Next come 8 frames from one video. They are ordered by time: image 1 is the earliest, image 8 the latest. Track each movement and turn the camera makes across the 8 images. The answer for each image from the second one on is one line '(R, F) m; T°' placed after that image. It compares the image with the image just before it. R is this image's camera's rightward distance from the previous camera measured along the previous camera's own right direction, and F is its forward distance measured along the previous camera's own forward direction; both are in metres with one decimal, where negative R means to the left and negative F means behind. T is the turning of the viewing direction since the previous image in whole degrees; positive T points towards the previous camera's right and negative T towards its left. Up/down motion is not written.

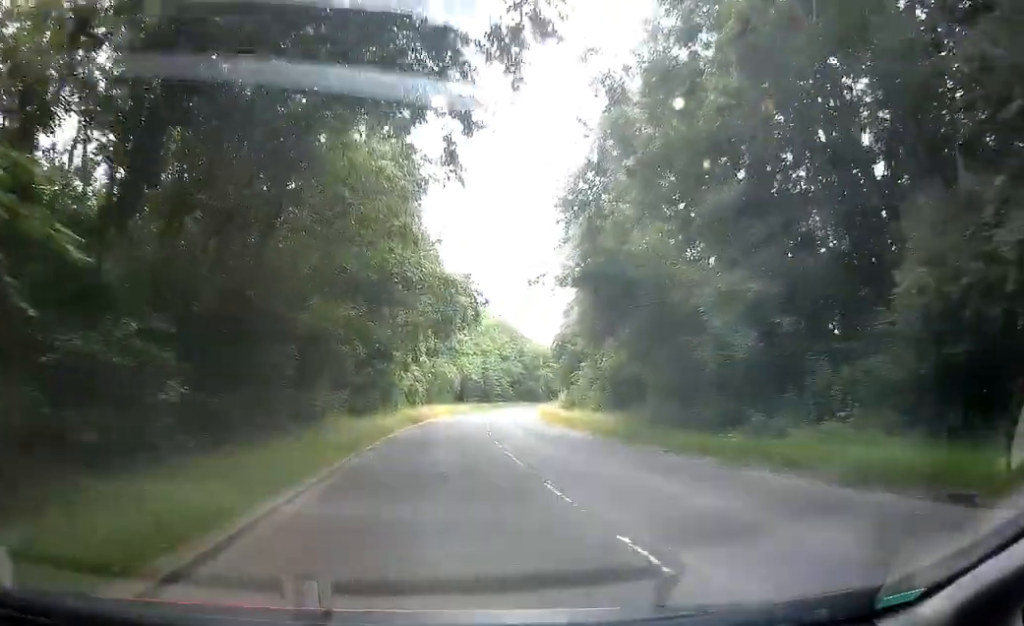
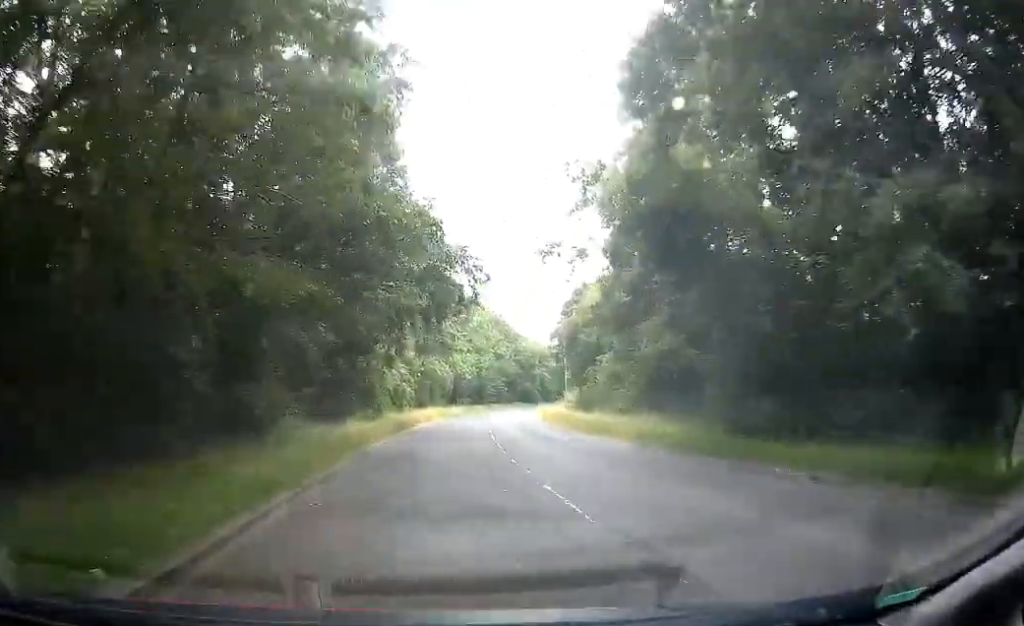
(-0.1, +6.0) m; 0°
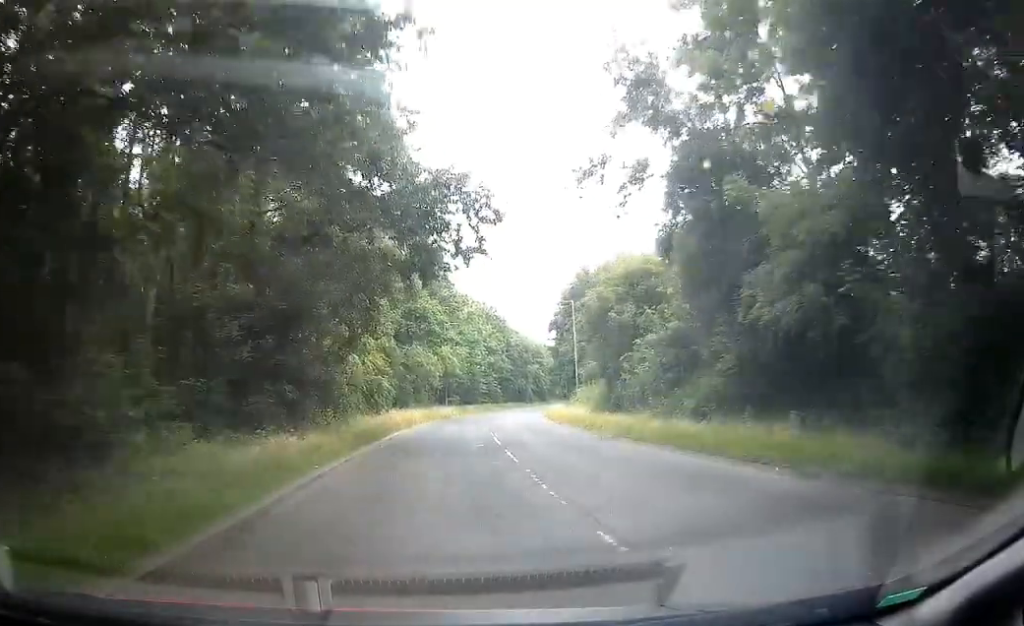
(+0.1, +8.6) m; -4°
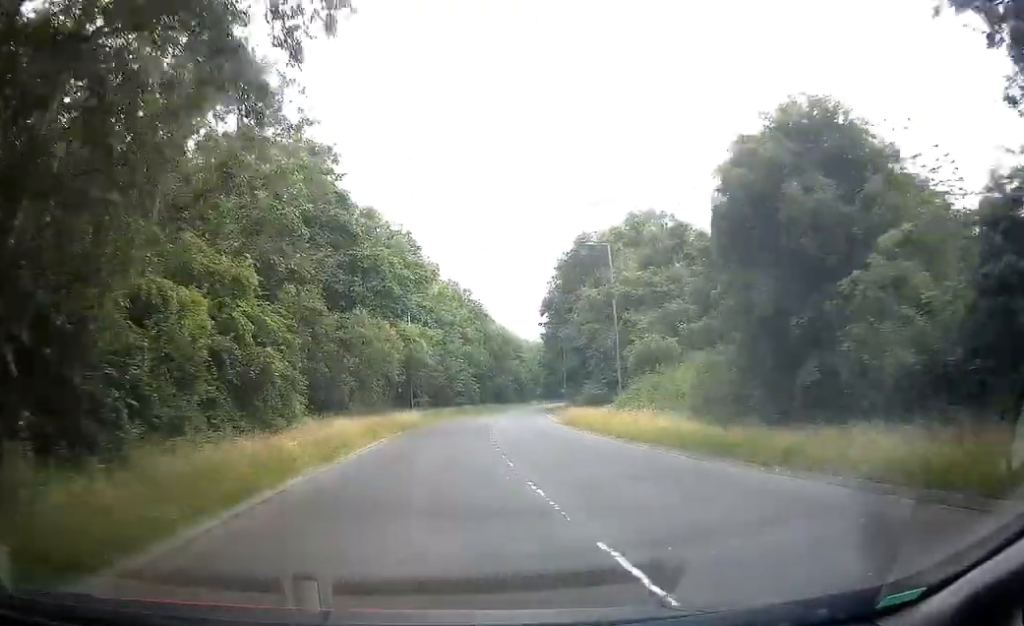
(-1.3, +16.8) m; -4°
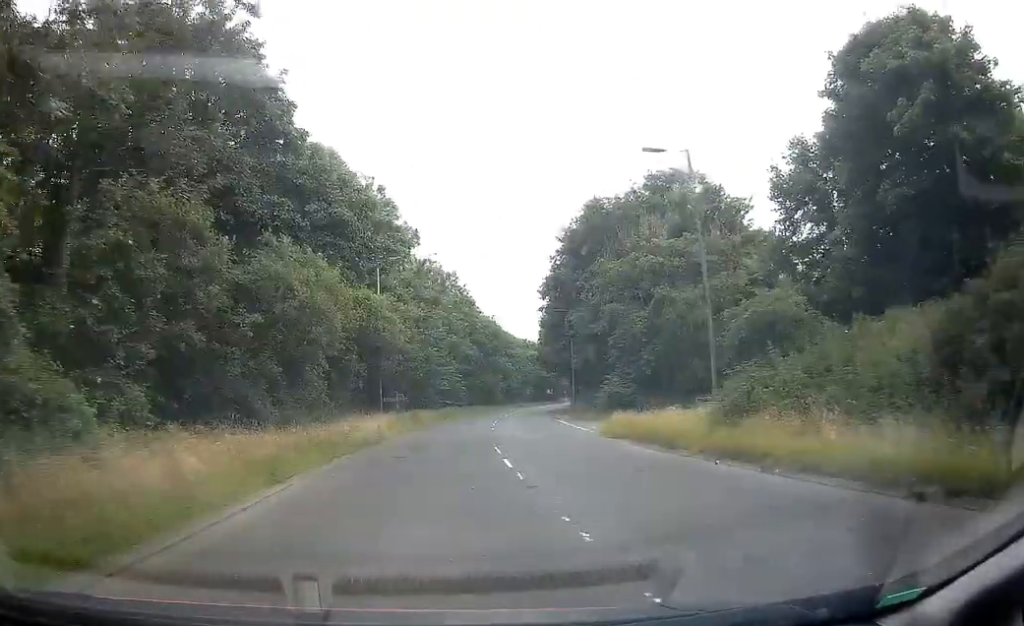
(+0.3, +12.4) m; +3°
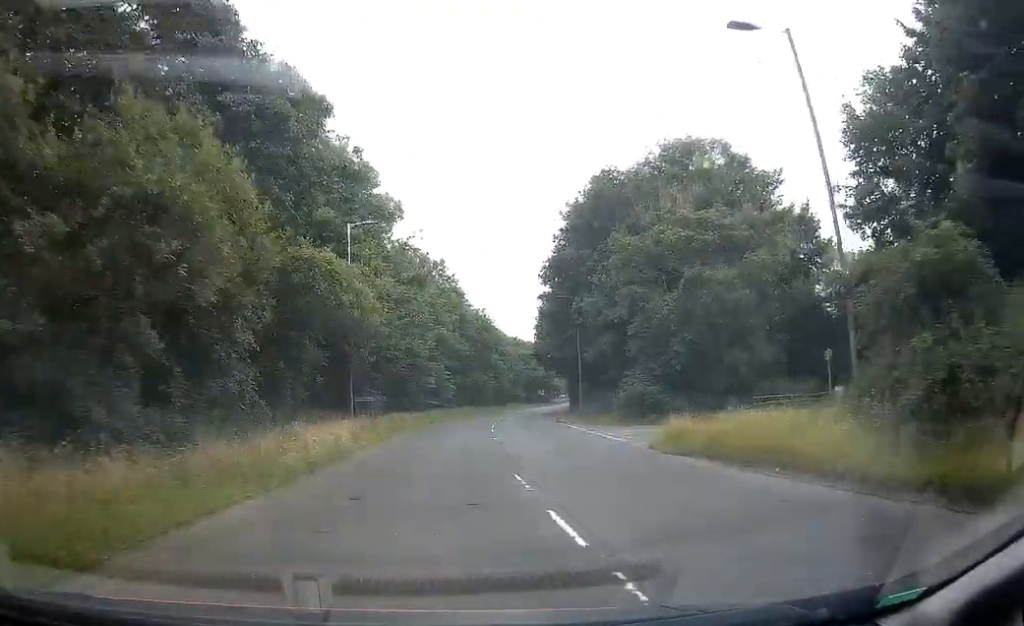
(+0.1, +7.4) m; +2°
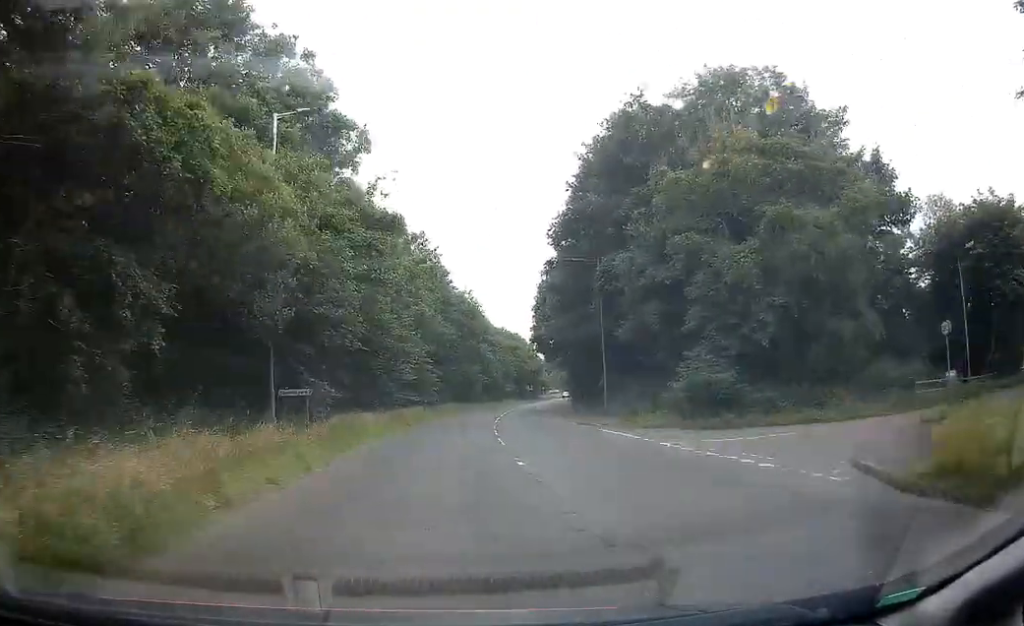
(+0.2, +10.8) m; +3°
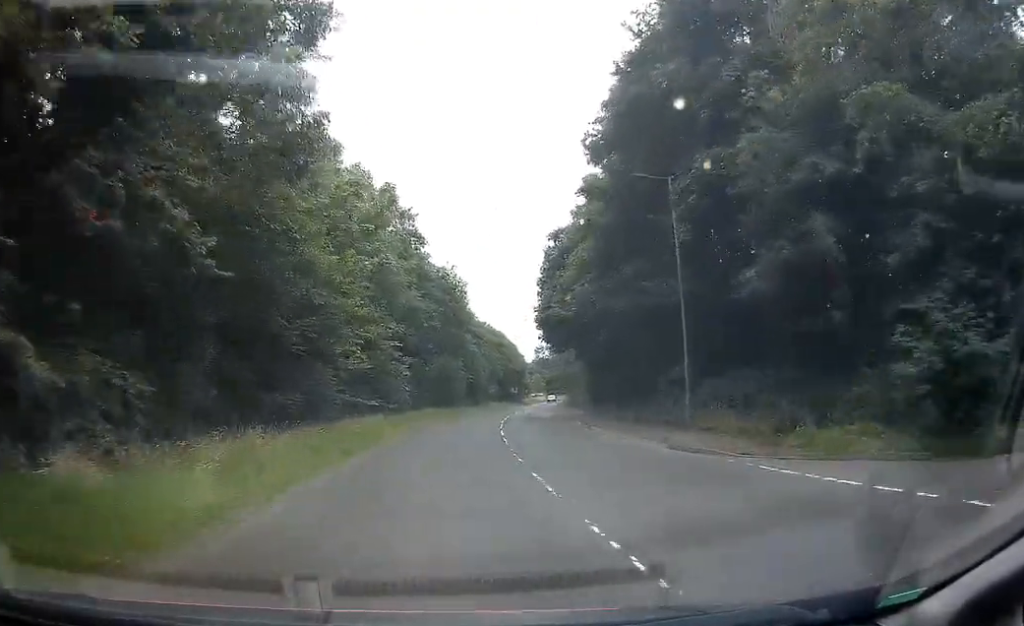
(+0.5, +13.9) m; +2°
